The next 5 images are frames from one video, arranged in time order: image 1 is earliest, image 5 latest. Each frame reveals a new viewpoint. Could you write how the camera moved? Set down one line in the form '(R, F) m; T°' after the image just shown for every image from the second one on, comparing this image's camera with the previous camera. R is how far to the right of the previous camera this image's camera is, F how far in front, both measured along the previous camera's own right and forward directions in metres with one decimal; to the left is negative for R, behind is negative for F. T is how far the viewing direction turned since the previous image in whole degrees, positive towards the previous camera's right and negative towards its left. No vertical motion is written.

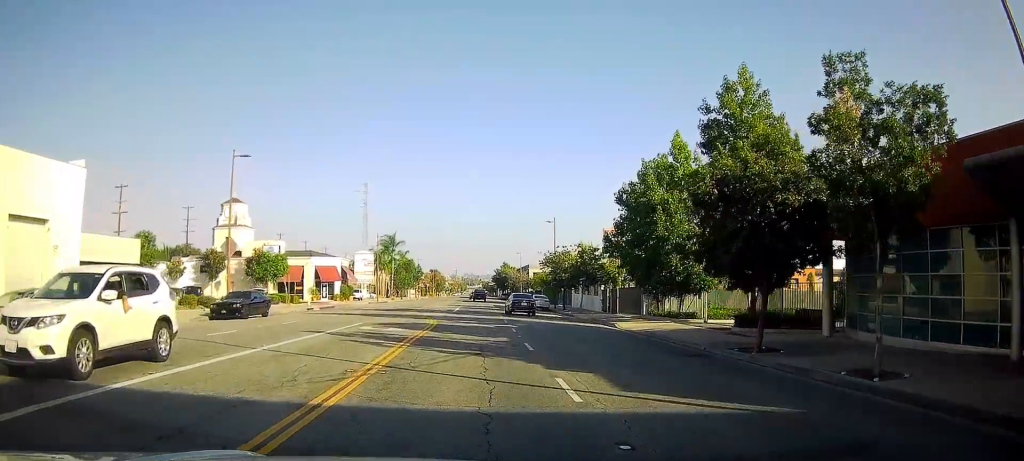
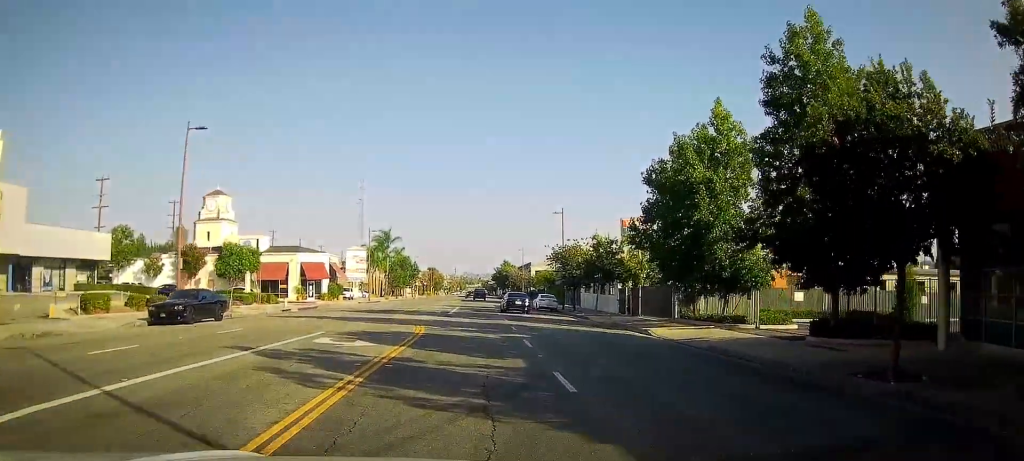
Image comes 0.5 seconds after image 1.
(-0.2, +6.4) m; +1°
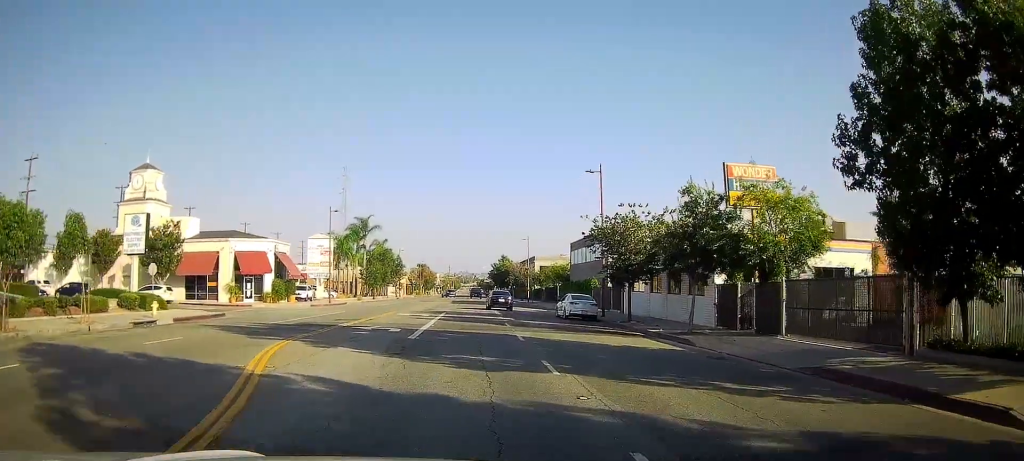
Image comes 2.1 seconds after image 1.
(-0.2, +21.1) m; -2°
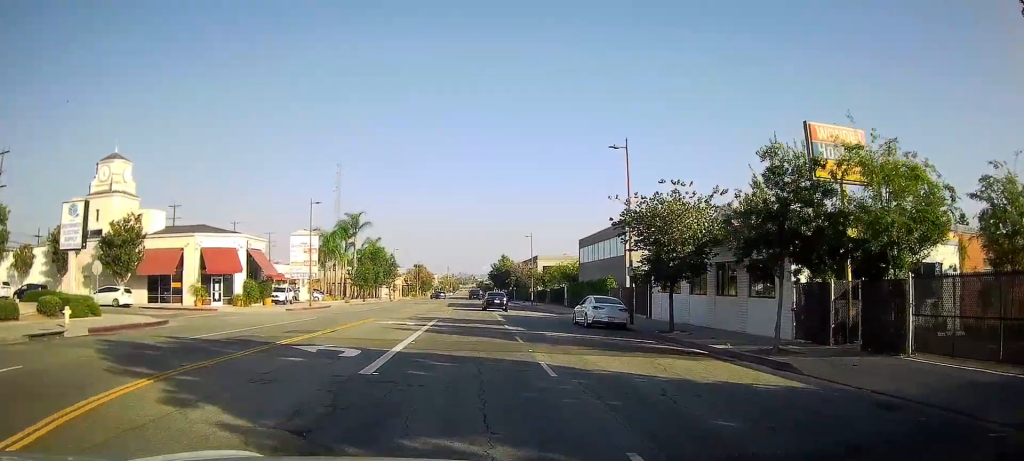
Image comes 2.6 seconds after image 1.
(-0.5, +7.2) m; 0°
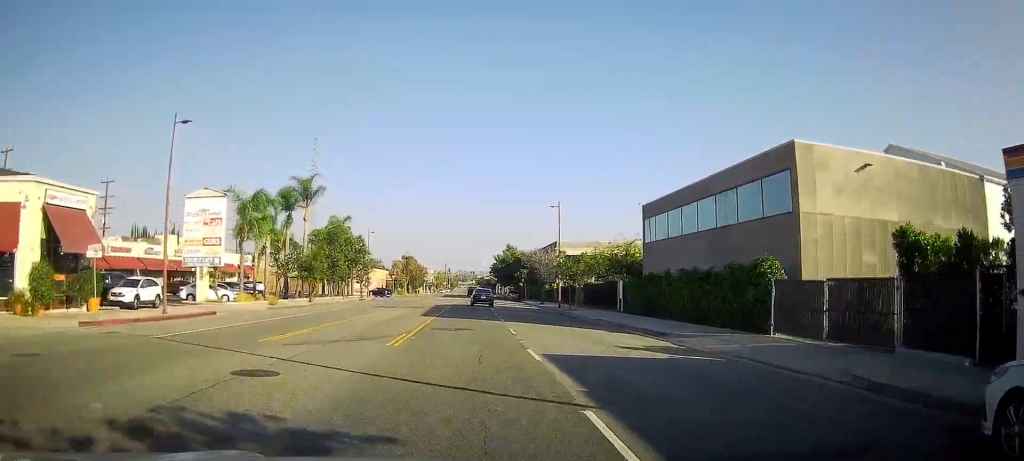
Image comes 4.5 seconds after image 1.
(+0.7, +28.6) m; +1°
